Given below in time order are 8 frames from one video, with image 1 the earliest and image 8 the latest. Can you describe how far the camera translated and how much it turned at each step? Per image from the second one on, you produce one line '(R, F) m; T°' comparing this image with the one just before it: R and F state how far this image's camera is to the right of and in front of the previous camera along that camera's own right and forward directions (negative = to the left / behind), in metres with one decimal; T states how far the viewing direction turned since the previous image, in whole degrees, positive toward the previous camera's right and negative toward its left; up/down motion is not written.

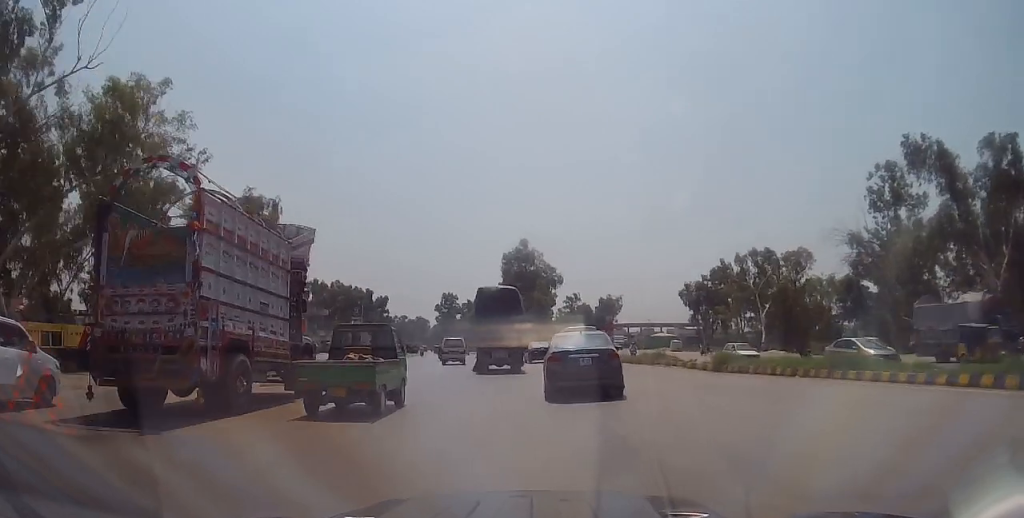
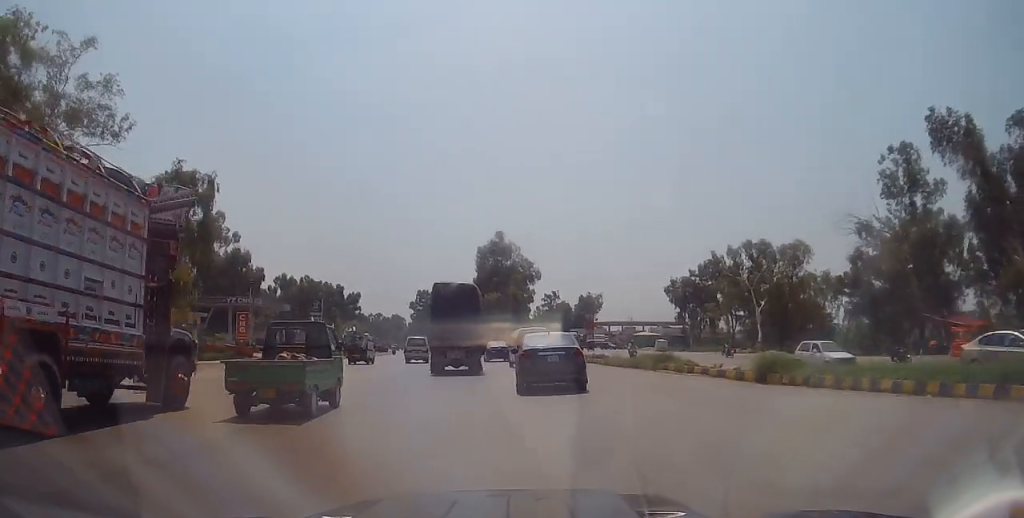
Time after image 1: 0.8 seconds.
(-0.1, +7.2) m; +1°
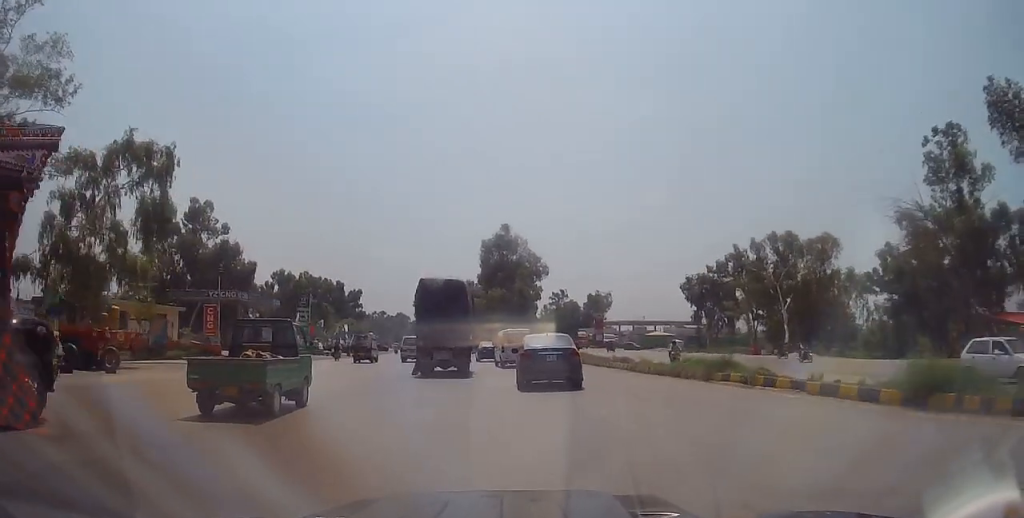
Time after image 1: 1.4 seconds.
(+0.1, +6.5) m; -1°
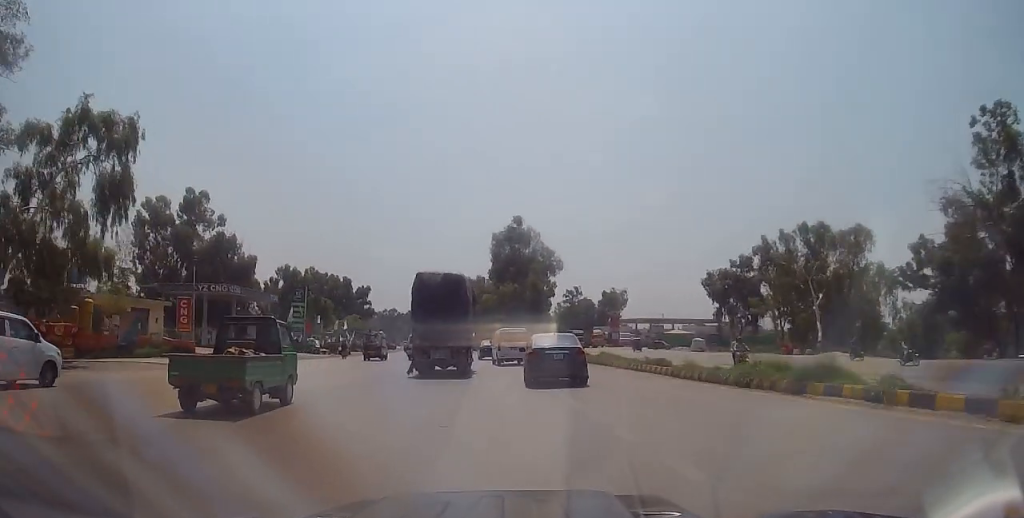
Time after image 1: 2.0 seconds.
(+0.2, +5.3) m; -1°
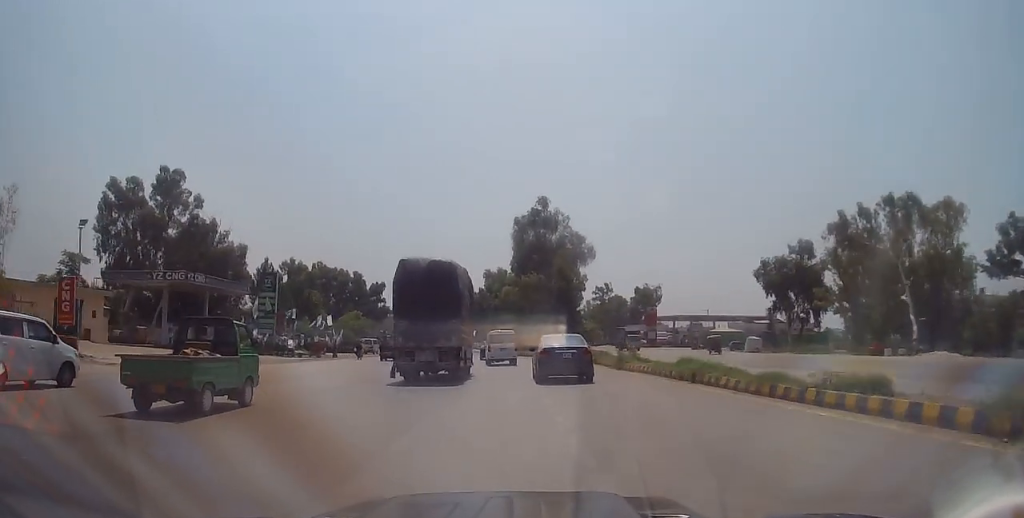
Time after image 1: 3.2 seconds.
(-0.6, +13.4) m; -1°
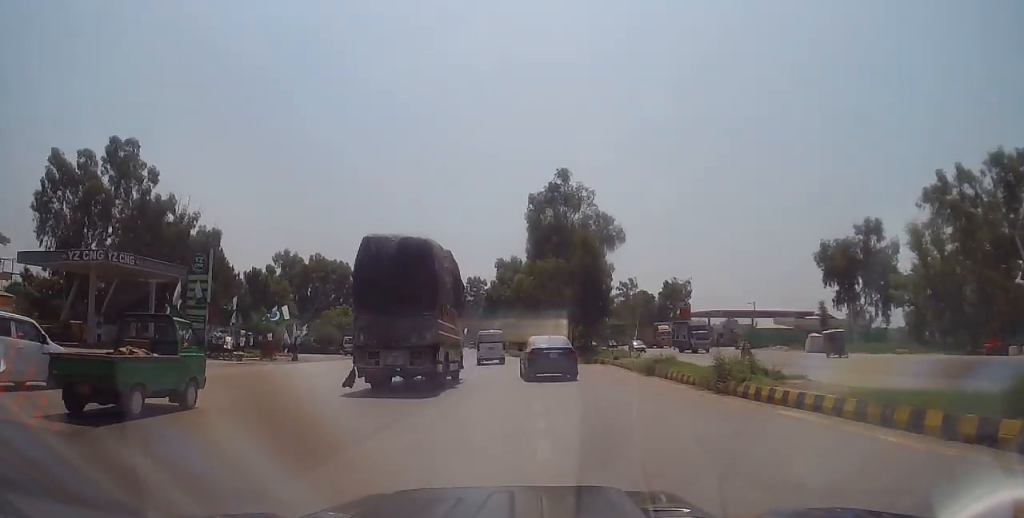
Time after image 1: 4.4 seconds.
(+0.3, +13.7) m; 0°
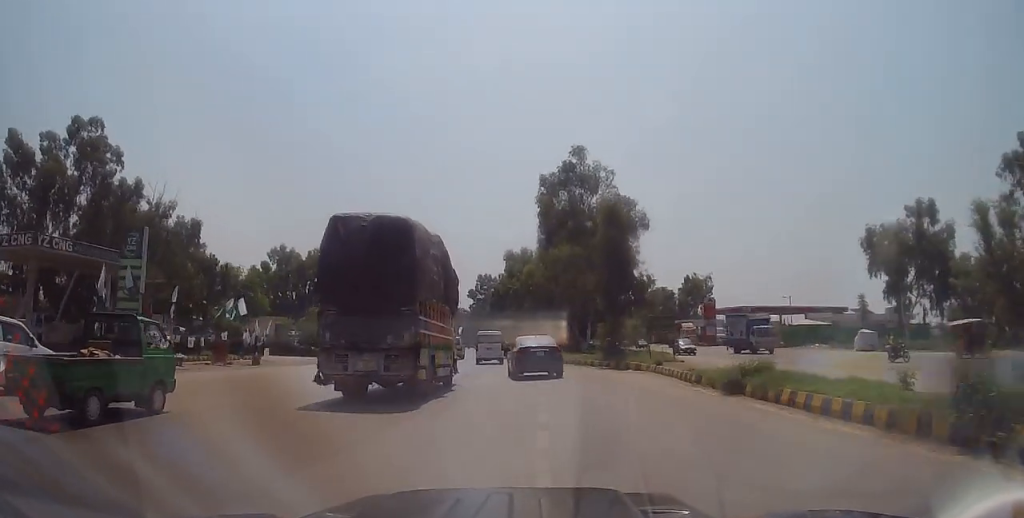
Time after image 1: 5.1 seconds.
(0.0, +8.4) m; -2°
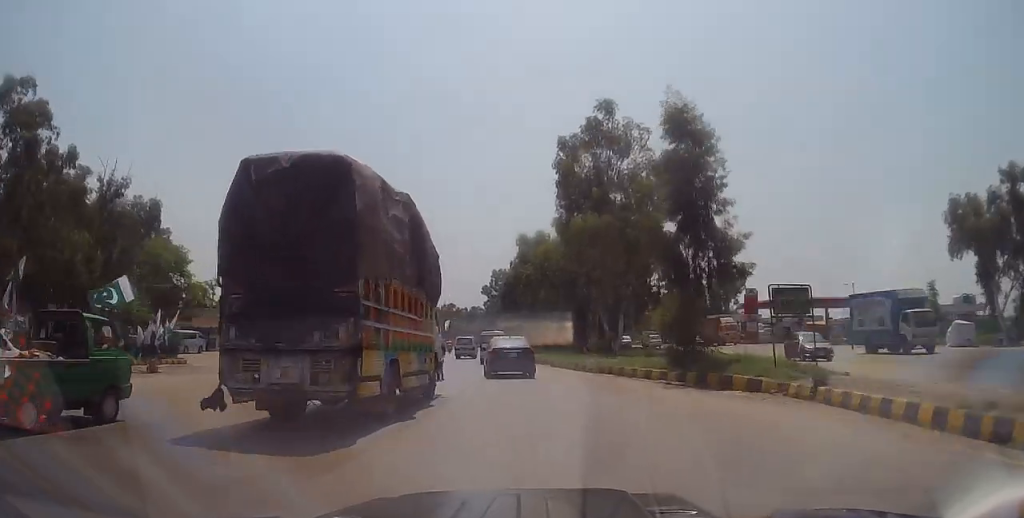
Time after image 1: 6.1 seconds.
(-0.4, +12.6) m; -3°
